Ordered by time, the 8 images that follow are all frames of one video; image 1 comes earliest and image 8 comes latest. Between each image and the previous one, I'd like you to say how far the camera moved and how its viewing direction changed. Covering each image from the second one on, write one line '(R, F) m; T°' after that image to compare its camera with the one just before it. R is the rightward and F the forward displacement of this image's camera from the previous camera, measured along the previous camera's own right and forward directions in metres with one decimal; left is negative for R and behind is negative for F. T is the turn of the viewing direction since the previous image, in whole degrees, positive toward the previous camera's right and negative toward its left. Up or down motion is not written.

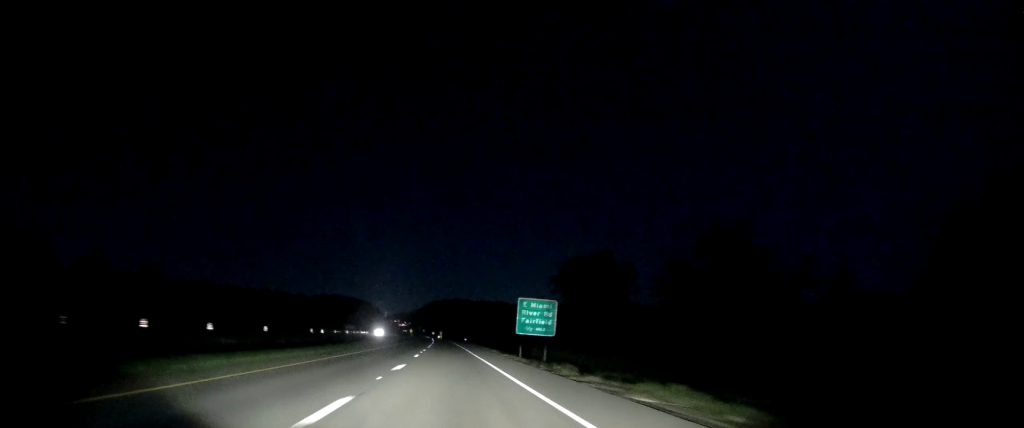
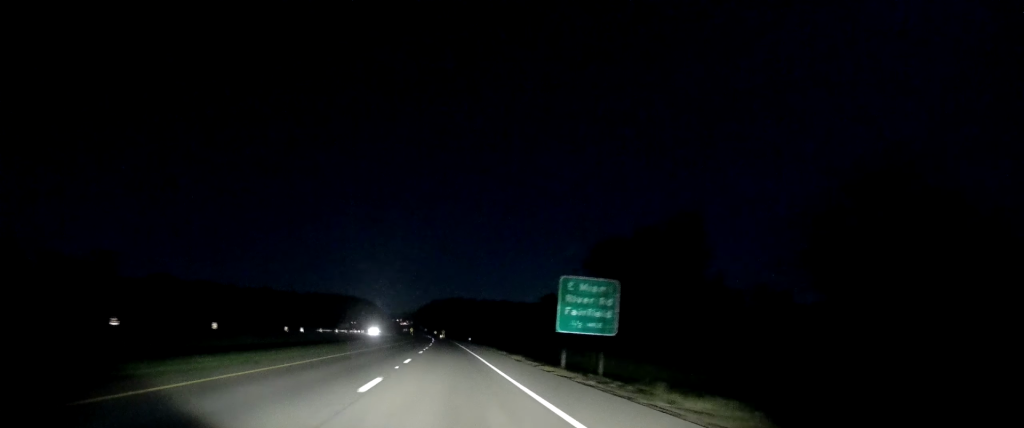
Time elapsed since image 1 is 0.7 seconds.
(-0.1, +19.5) m; -1°
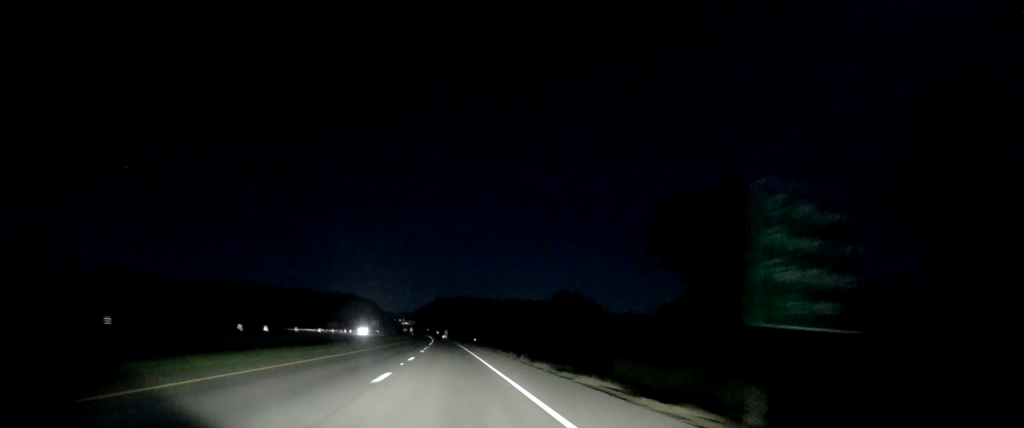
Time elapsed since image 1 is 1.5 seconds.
(-0.2, +22.3) m; -1°
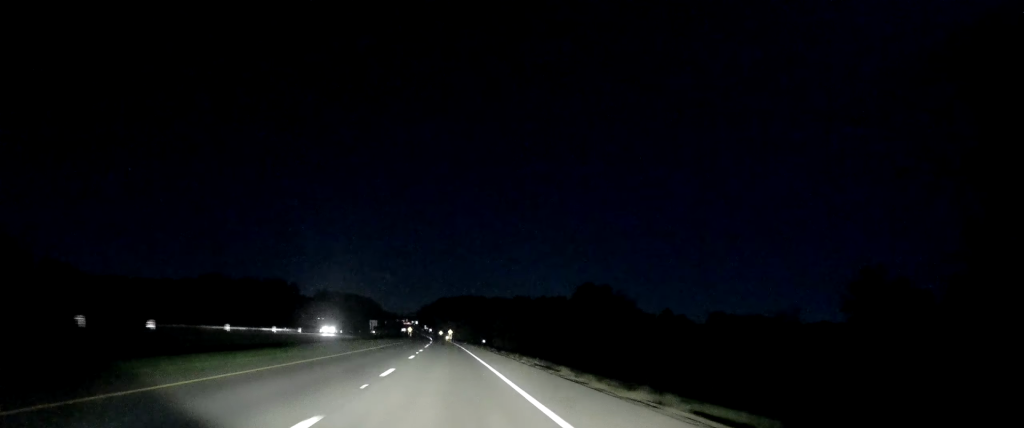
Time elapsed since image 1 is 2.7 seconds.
(-0.1, +34.5) m; 0°
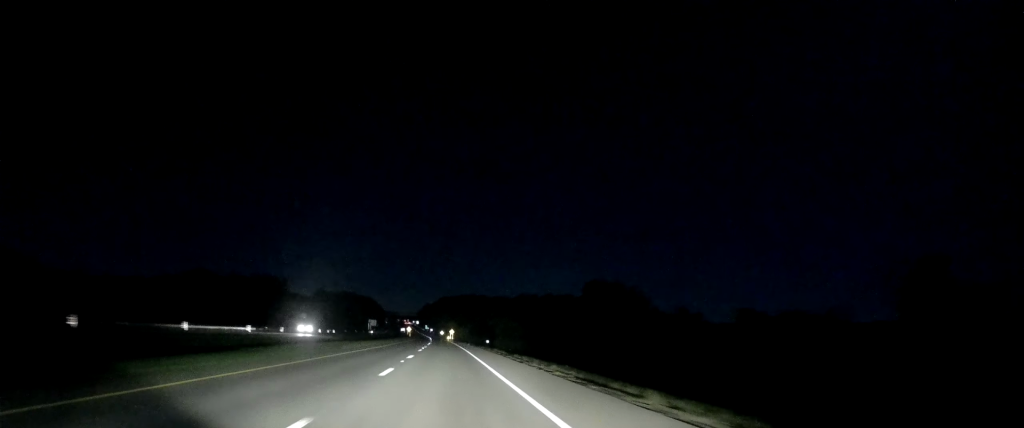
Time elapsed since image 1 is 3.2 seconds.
(+0.2, +13.1) m; 0°
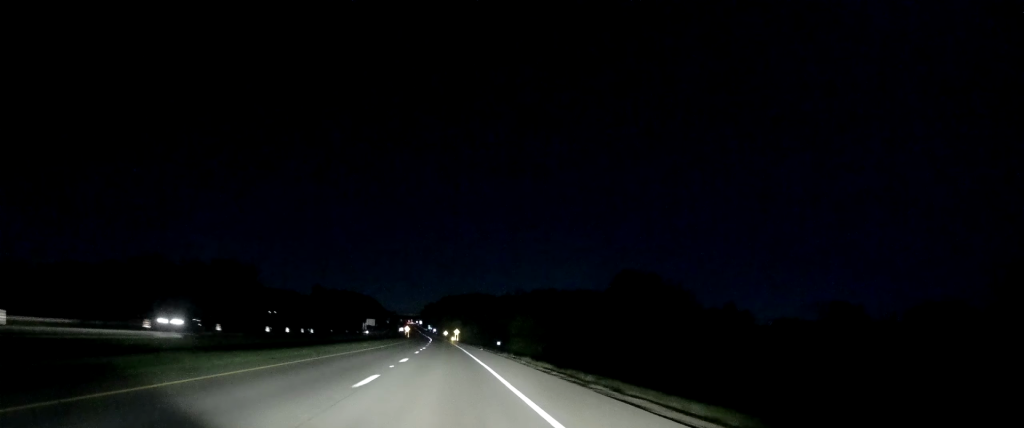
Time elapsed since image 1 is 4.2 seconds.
(-0.4, +28.0) m; -1°
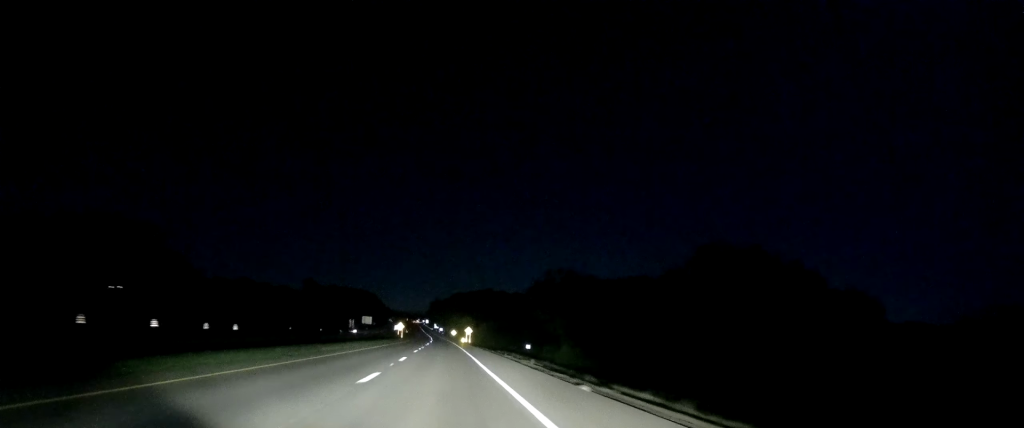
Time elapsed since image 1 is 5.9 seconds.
(-0.9, +48.2) m; -1°
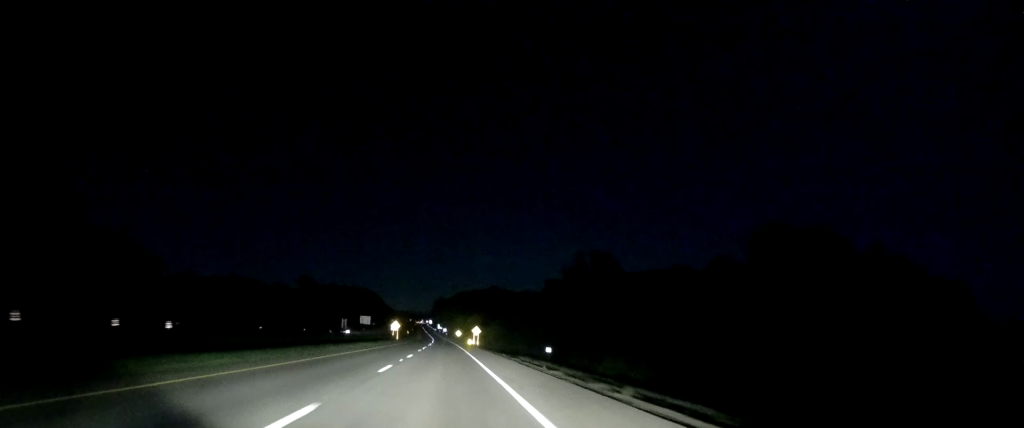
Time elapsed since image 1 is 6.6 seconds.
(+0.1, +20.0) m; 0°
